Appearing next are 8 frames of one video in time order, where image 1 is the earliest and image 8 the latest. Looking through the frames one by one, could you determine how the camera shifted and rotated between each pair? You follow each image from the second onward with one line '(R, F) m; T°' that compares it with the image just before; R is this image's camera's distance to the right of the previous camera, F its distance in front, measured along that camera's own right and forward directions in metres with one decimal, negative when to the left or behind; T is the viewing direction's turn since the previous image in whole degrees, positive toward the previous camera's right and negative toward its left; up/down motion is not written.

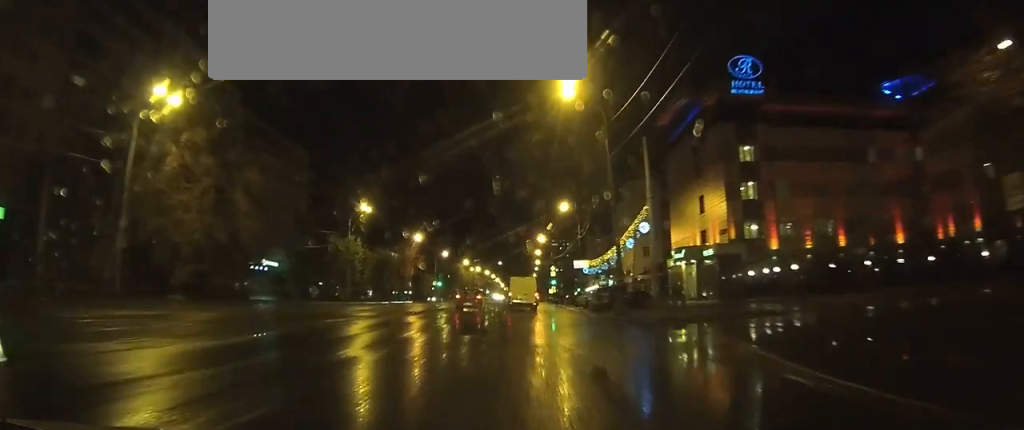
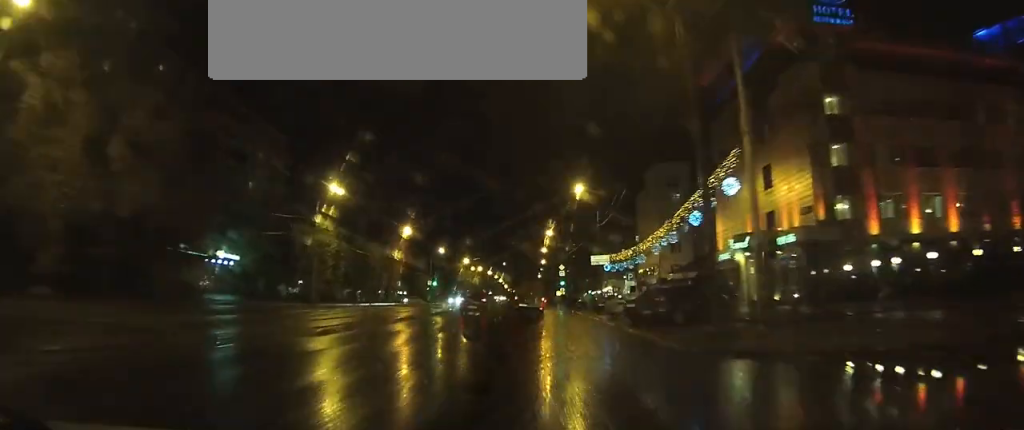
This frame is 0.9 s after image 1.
(-0.1, +14.2) m; 0°
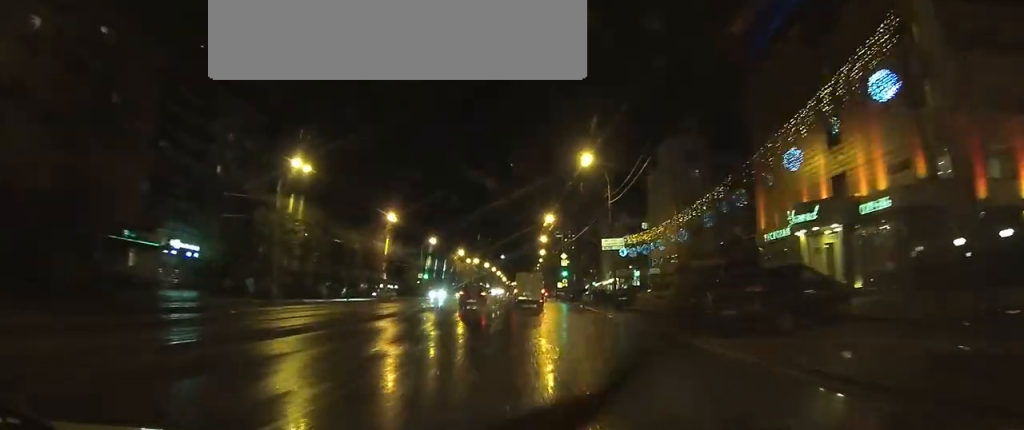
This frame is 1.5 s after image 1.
(0.0, +9.8) m; 0°
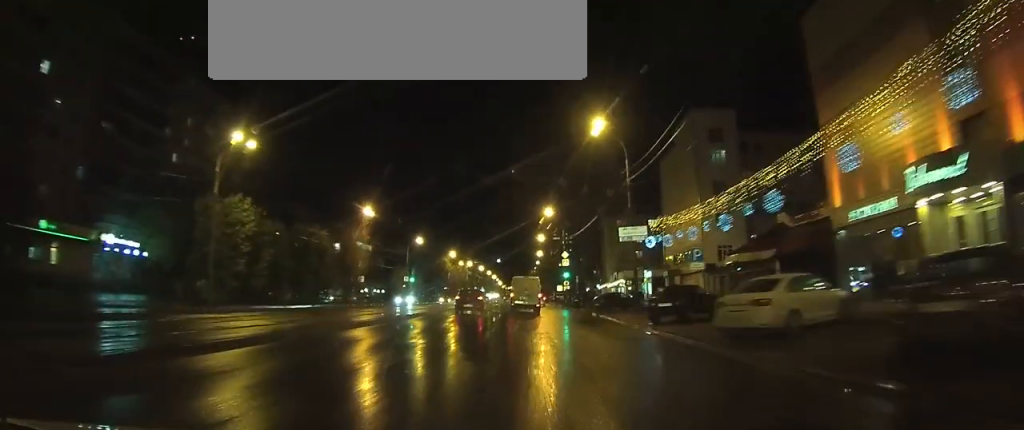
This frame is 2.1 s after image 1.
(0.0, +10.9) m; 0°
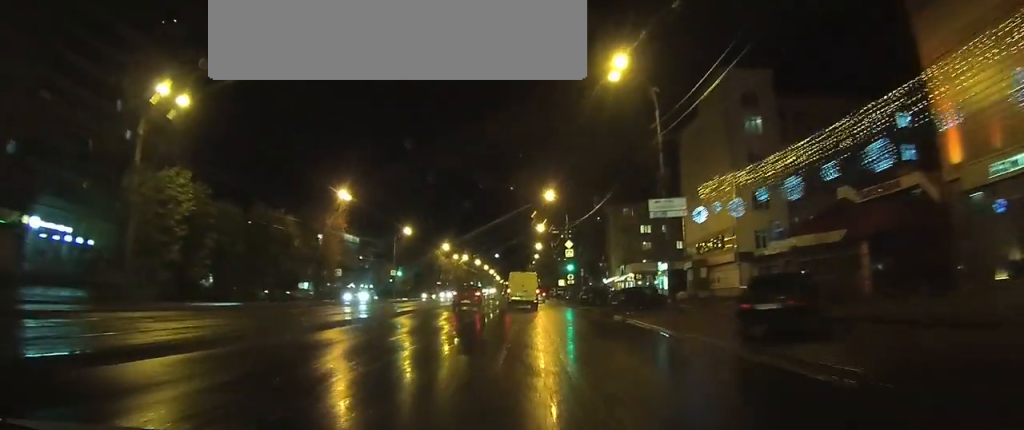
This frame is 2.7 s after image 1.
(0.0, +9.8) m; 0°
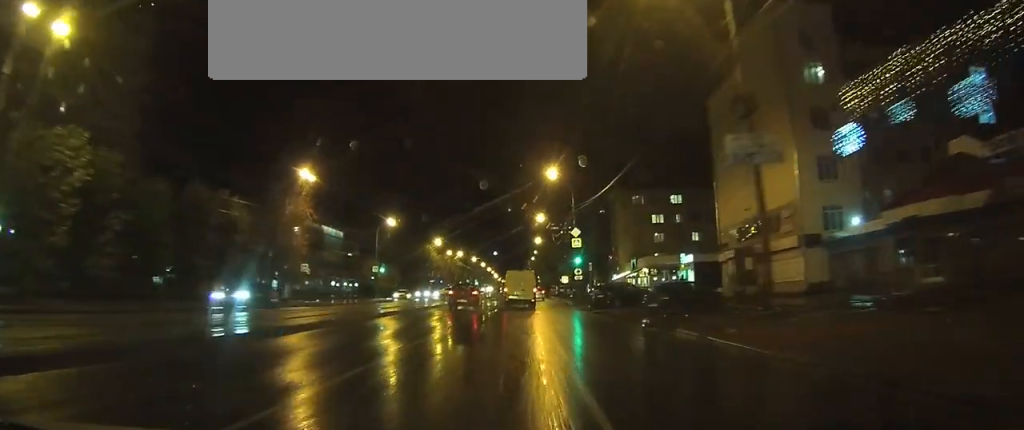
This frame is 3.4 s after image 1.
(0.0, +11.4) m; -1°
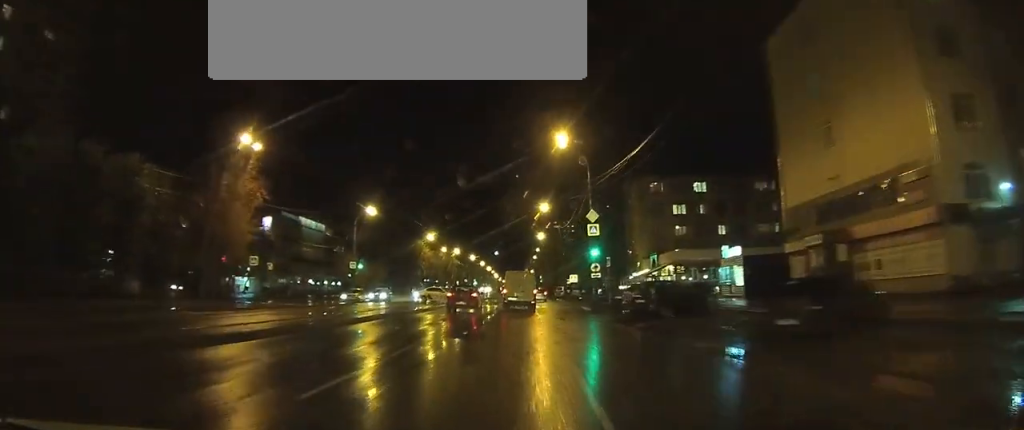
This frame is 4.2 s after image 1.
(-0.2, +12.9) m; 0°
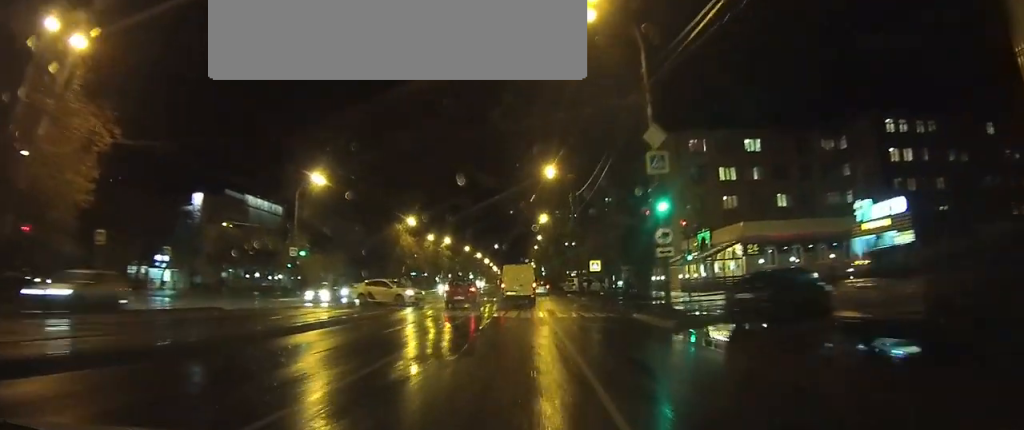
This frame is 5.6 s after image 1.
(0.0, +21.1) m; 0°
